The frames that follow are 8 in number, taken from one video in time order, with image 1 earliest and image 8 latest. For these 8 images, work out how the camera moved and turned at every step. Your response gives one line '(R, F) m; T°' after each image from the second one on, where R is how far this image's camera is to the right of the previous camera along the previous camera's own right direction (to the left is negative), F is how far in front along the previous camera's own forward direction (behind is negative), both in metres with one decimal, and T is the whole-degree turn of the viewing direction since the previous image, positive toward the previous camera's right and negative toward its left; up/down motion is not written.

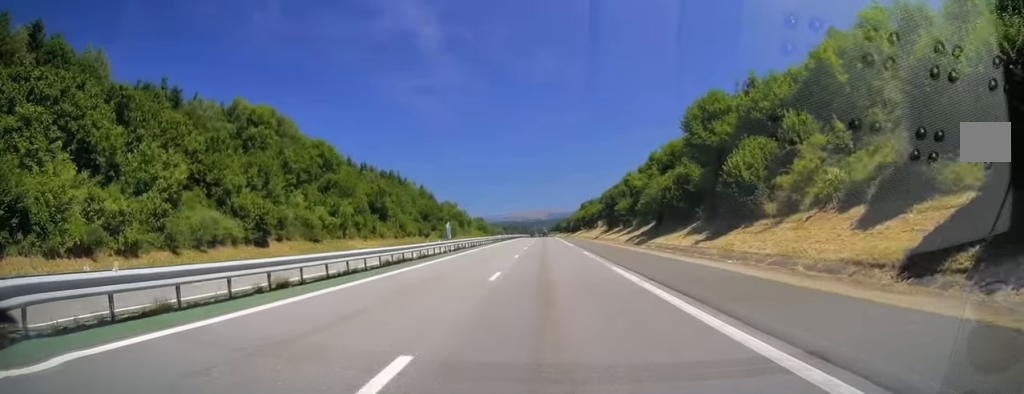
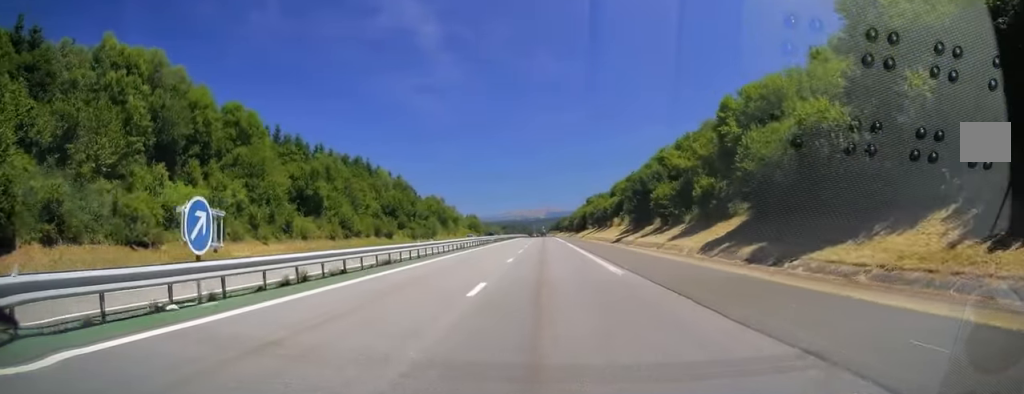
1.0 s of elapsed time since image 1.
(0.0, +30.3) m; 0°
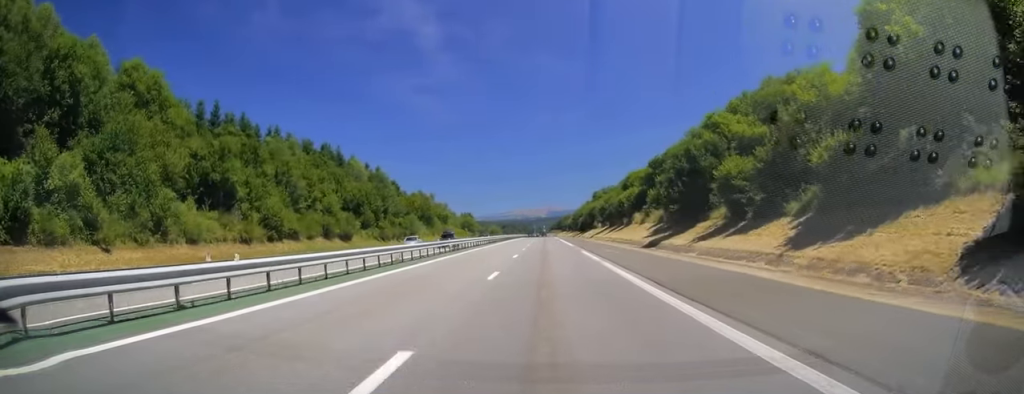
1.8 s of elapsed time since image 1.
(0.0, +21.8) m; 0°
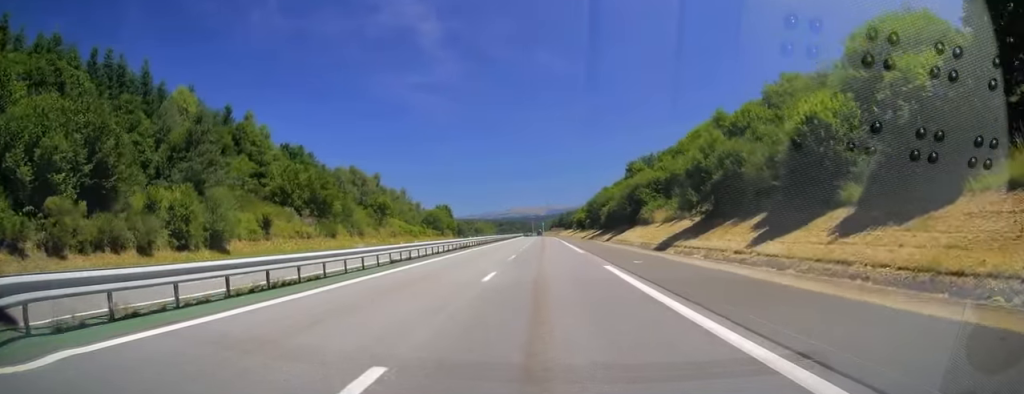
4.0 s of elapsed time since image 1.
(0.0, +65.7) m; 0°
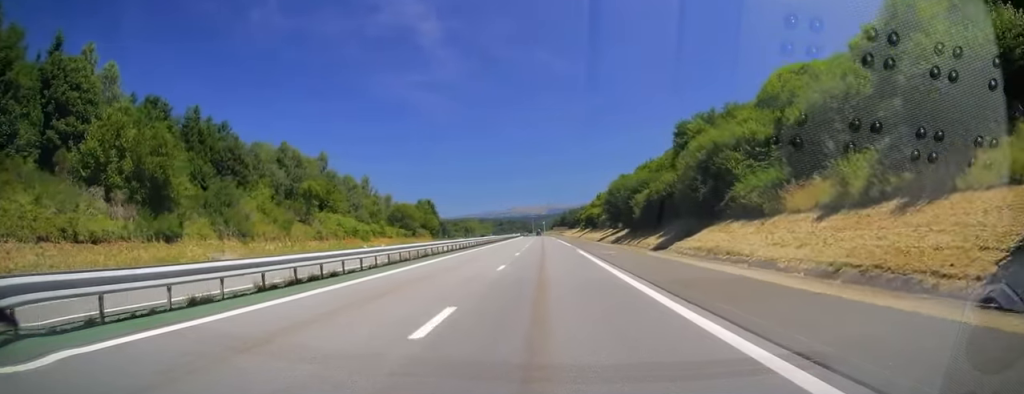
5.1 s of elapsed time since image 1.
(0.0, +34.1) m; 0°
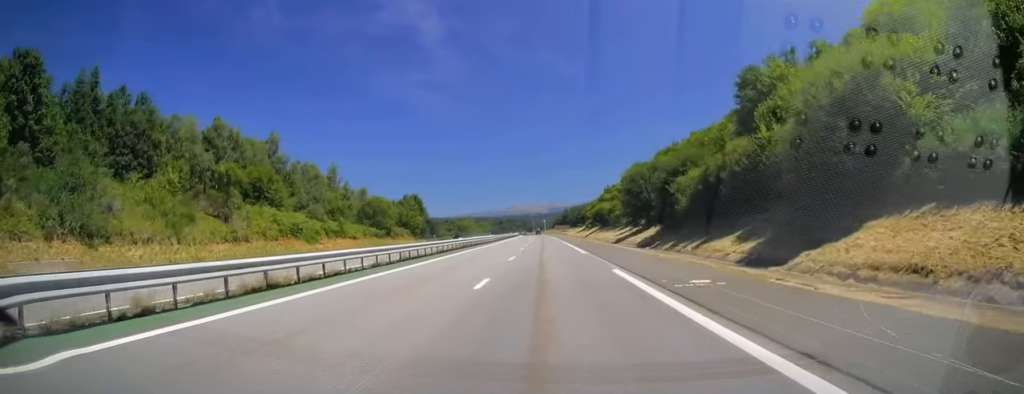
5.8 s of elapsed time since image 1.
(0.0, +19.9) m; 0°
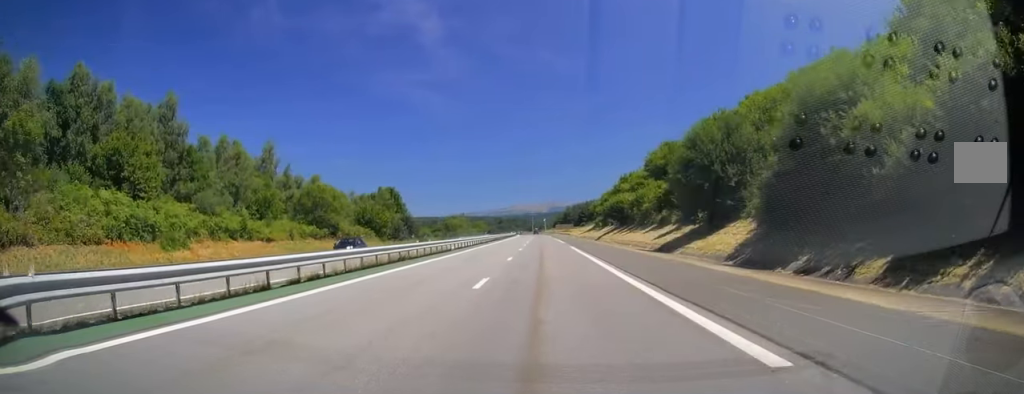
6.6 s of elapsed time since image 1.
(0.0, +25.8) m; 0°
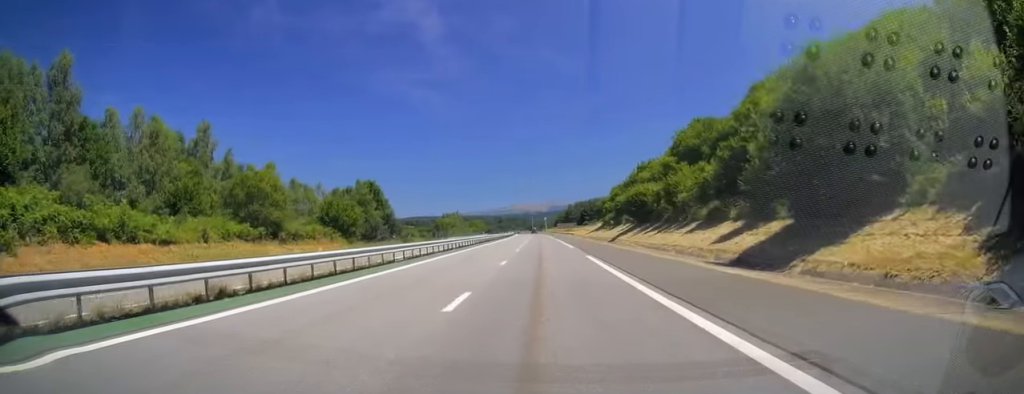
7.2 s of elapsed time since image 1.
(0.0, +16.9) m; 0°
